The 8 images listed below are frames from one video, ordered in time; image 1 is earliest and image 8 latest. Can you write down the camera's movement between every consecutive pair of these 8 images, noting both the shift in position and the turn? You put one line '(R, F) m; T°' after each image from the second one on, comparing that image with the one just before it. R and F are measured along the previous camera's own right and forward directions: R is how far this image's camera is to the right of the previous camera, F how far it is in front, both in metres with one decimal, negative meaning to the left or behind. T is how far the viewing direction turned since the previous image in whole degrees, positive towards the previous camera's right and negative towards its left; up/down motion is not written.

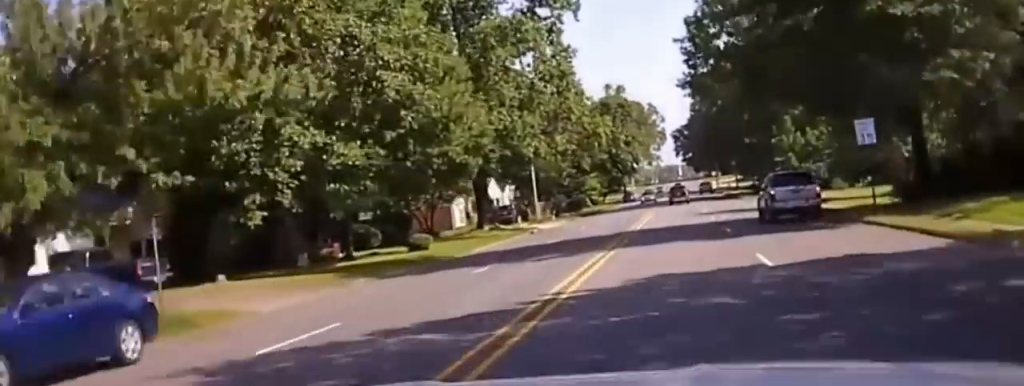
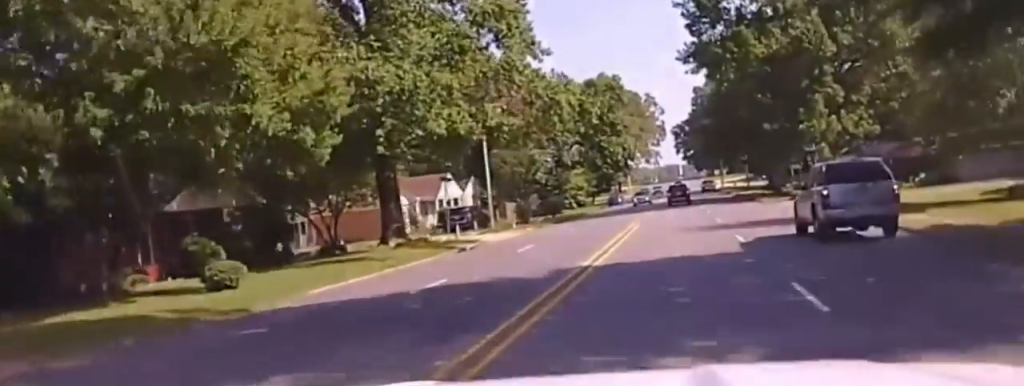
(0.0, +16.5) m; 0°
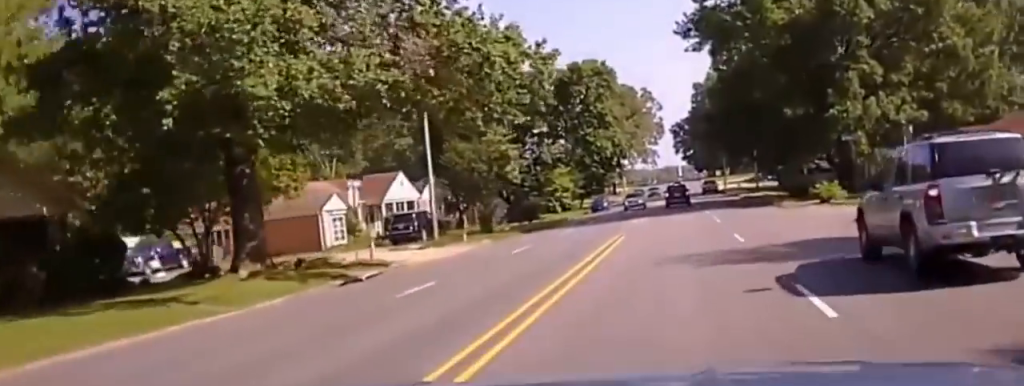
(0.0, +11.9) m; 0°
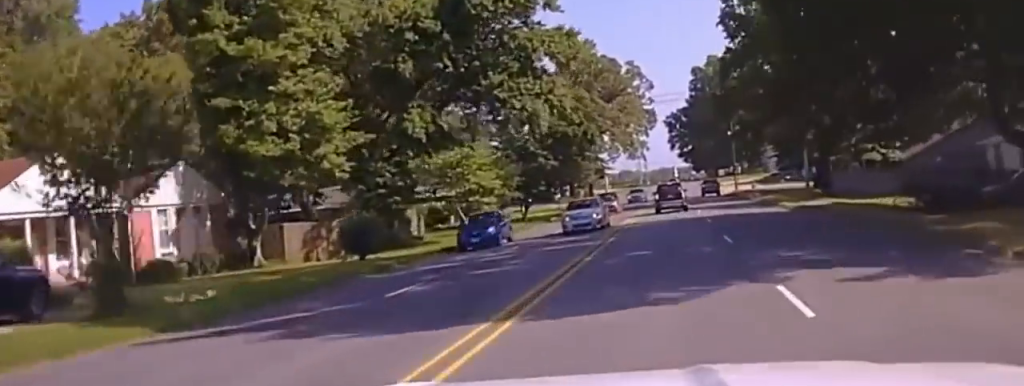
(0.0, +31.2) m; 0°
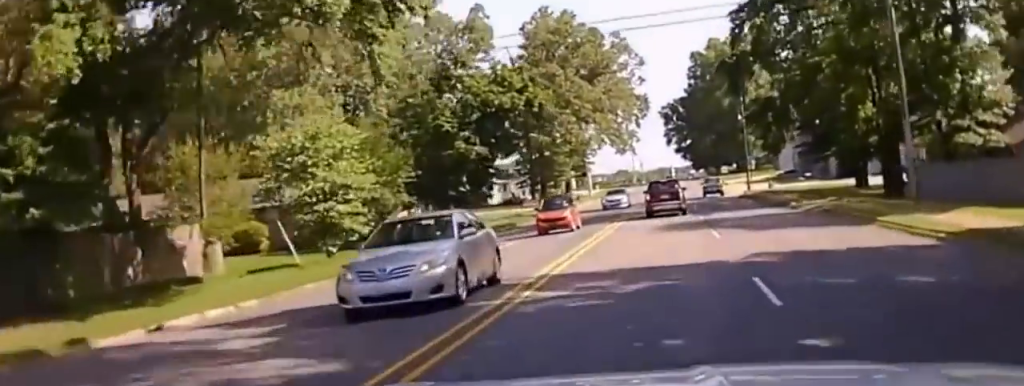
(0.0, +19.2) m; 0°
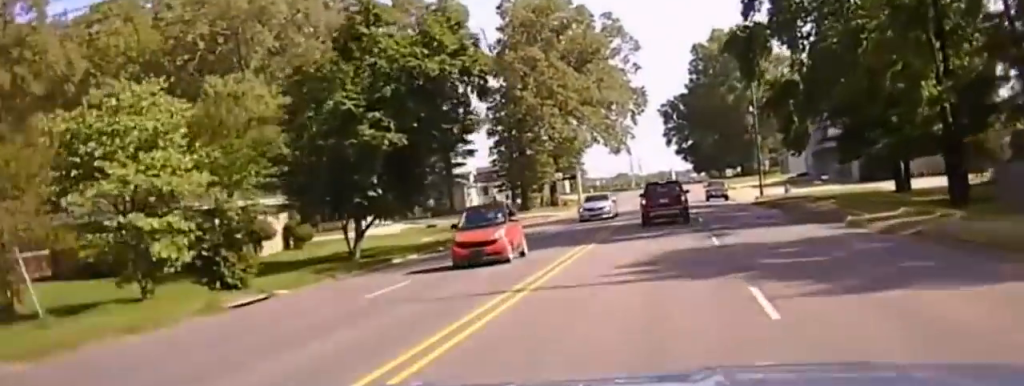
(0.0, +10.9) m; 0°
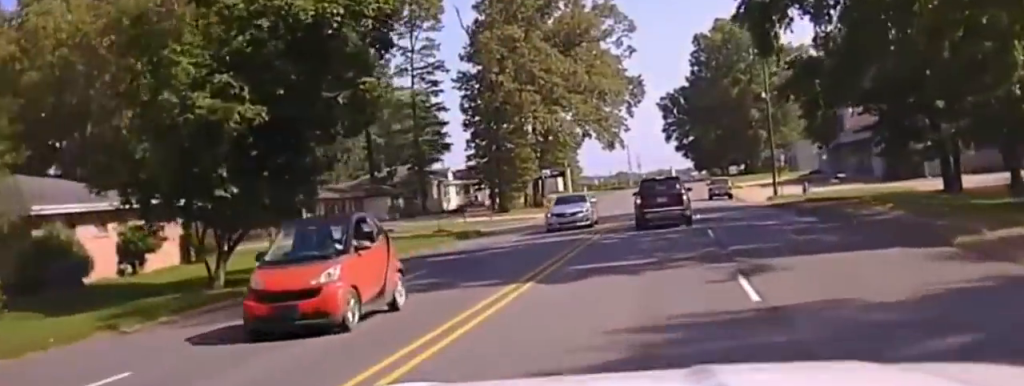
(+0.1, +9.8) m; +1°
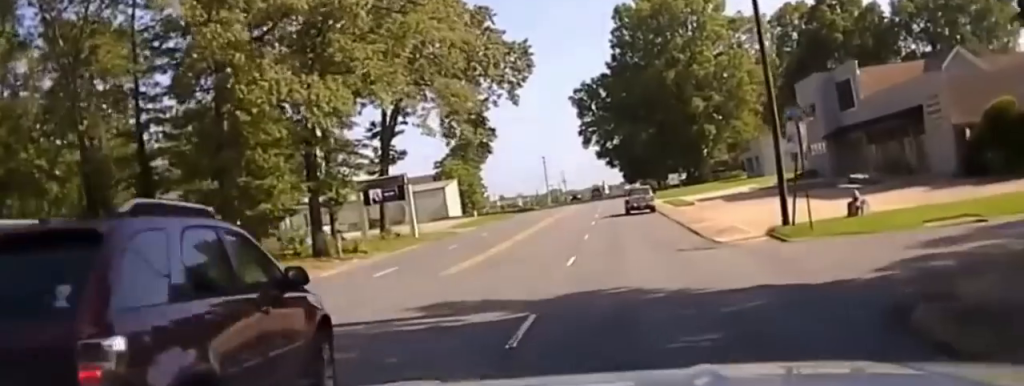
(+1.0, +43.7) m; +1°
